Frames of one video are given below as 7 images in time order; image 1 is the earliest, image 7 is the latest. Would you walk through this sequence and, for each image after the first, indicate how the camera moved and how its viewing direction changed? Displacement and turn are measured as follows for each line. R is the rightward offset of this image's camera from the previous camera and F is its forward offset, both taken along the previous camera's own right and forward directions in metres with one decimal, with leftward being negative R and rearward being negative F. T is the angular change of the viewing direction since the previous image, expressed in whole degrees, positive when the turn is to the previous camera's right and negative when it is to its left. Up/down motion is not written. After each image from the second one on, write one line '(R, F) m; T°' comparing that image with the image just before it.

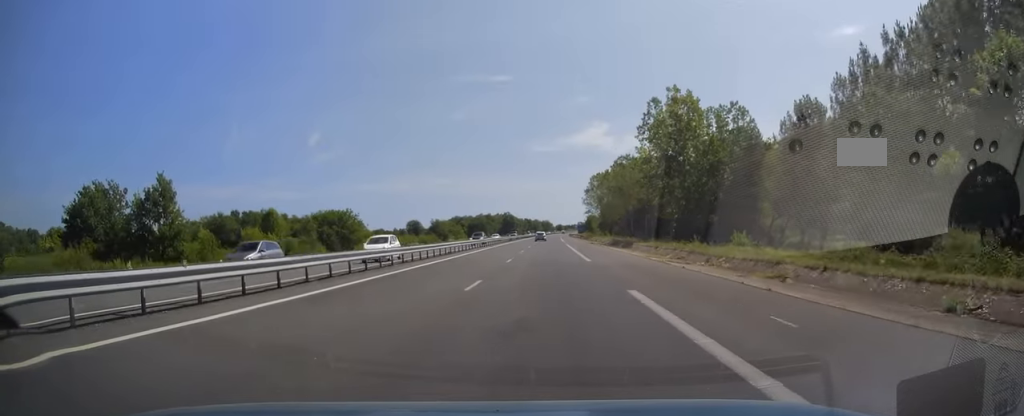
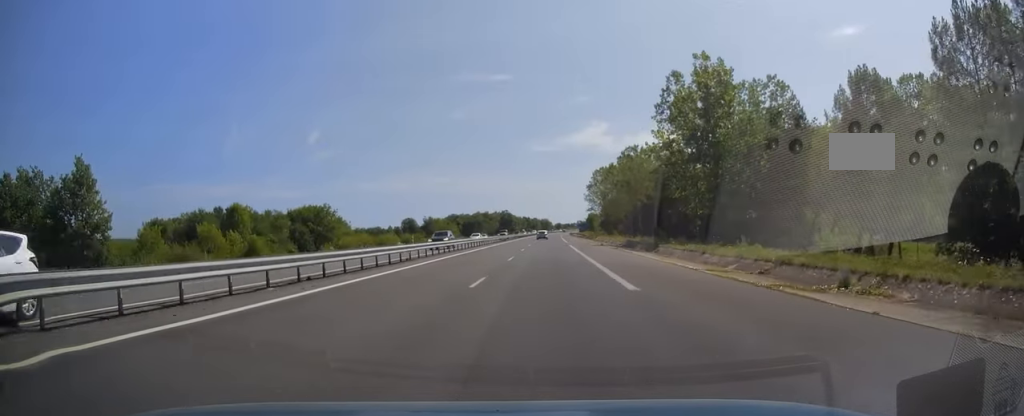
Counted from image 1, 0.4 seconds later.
(0.0, +12.8) m; 0°
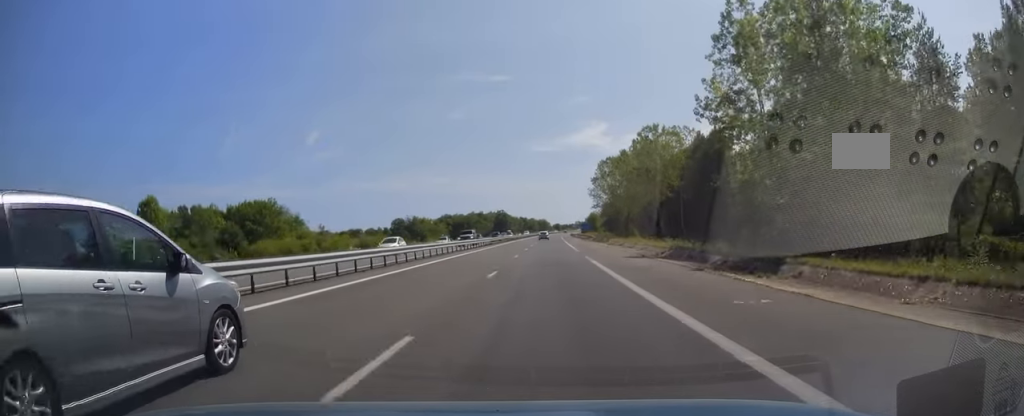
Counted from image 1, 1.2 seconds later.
(0.0, +23.1) m; 0°
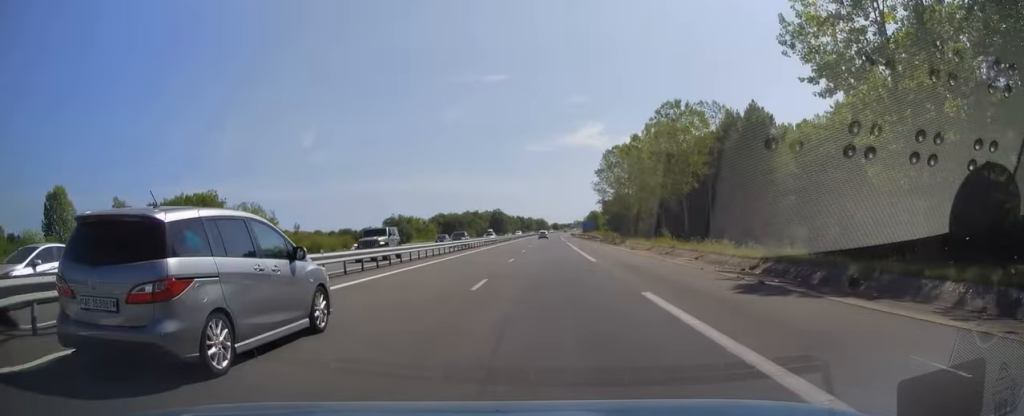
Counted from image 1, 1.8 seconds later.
(0.0, +17.2) m; +1°
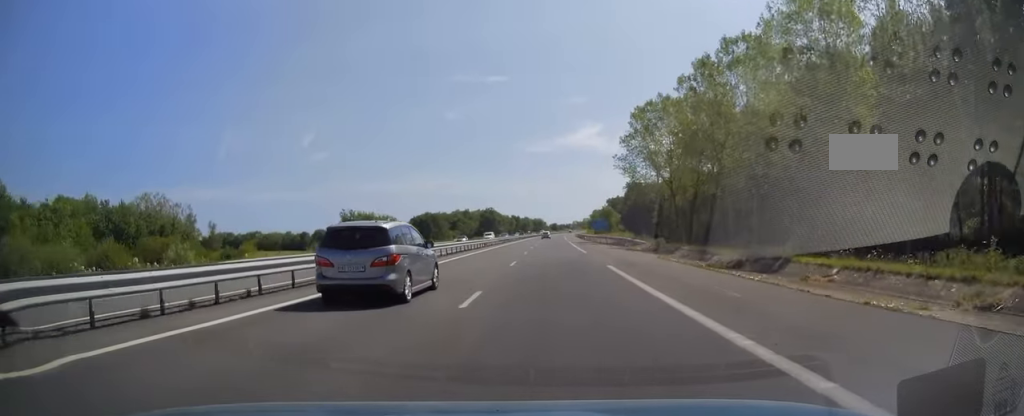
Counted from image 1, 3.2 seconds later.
(+0.7, +42.6) m; +1°
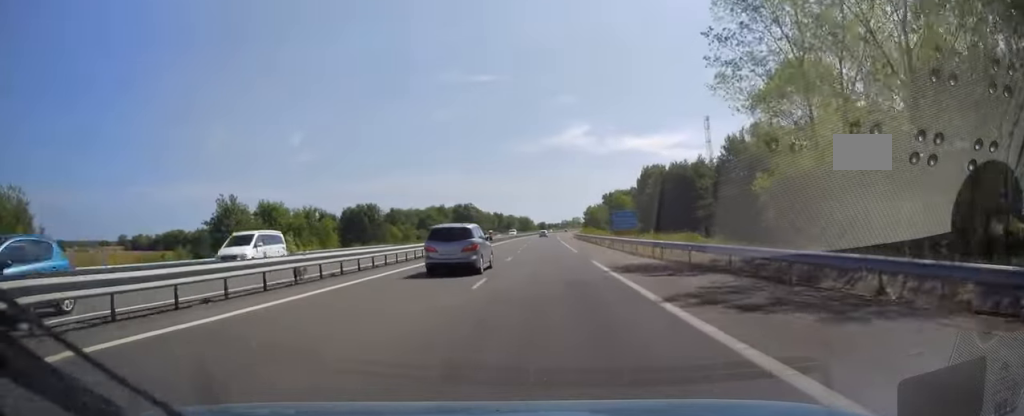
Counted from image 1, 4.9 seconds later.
(0.0, +49.0) m; 0°
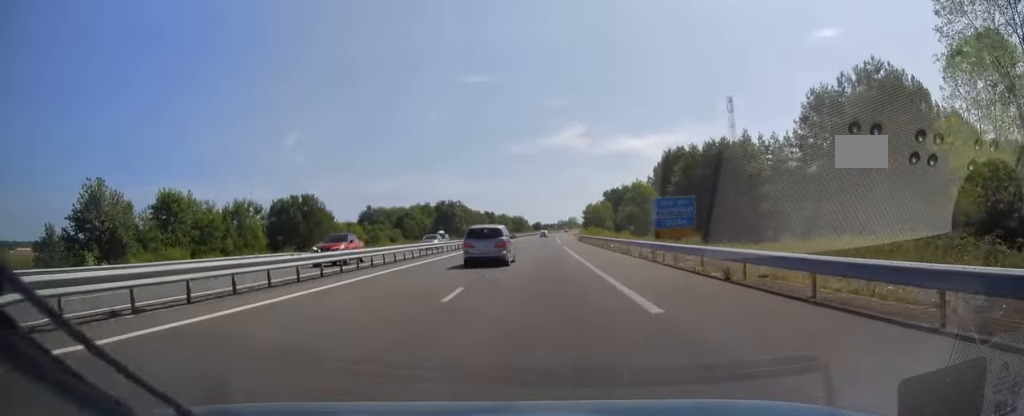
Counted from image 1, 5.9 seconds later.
(0.0, +28.9) m; 0°
